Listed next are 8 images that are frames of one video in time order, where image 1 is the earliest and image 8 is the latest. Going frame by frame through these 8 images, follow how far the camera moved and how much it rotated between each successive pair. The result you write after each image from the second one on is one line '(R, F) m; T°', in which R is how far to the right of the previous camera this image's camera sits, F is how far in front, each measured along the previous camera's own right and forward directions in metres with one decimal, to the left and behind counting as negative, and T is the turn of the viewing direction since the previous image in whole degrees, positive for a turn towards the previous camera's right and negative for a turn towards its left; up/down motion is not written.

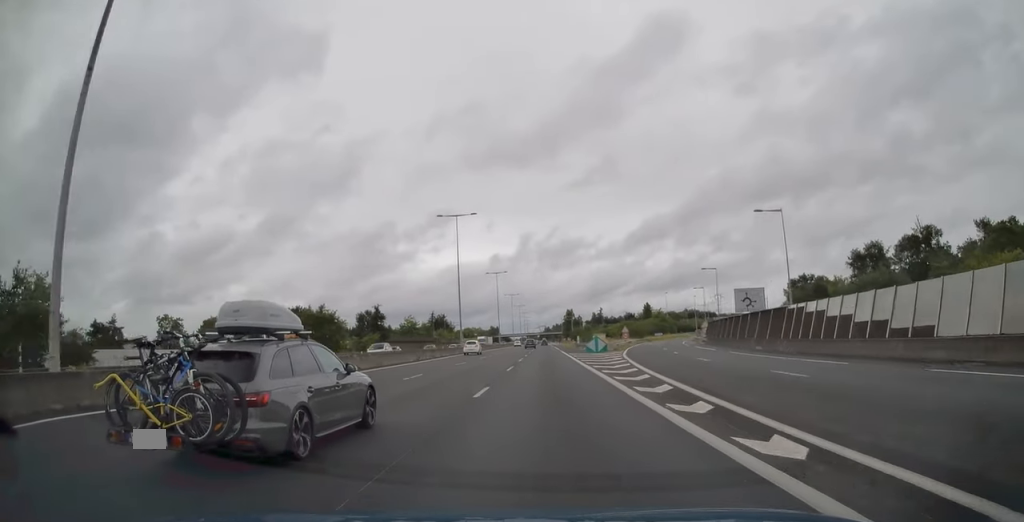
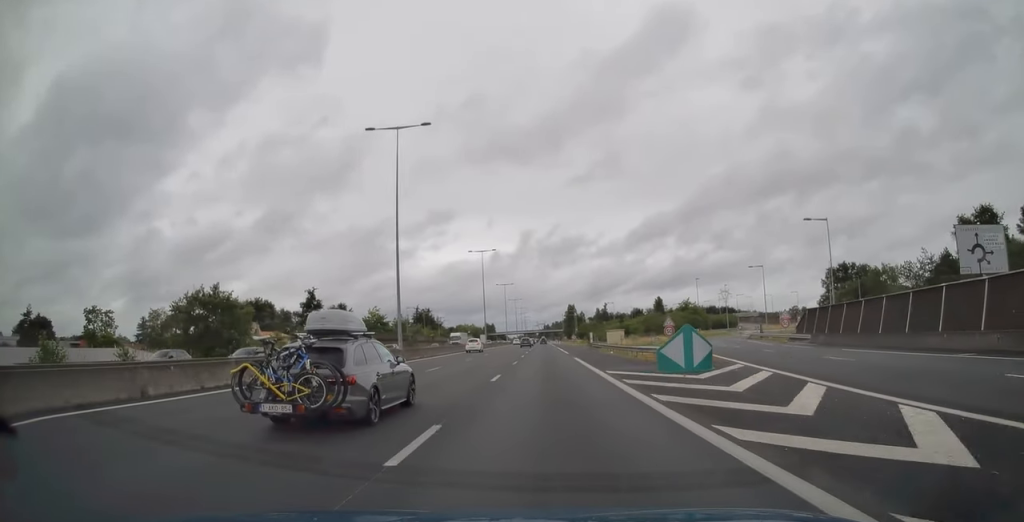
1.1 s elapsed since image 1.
(0.0, +34.5) m; 0°
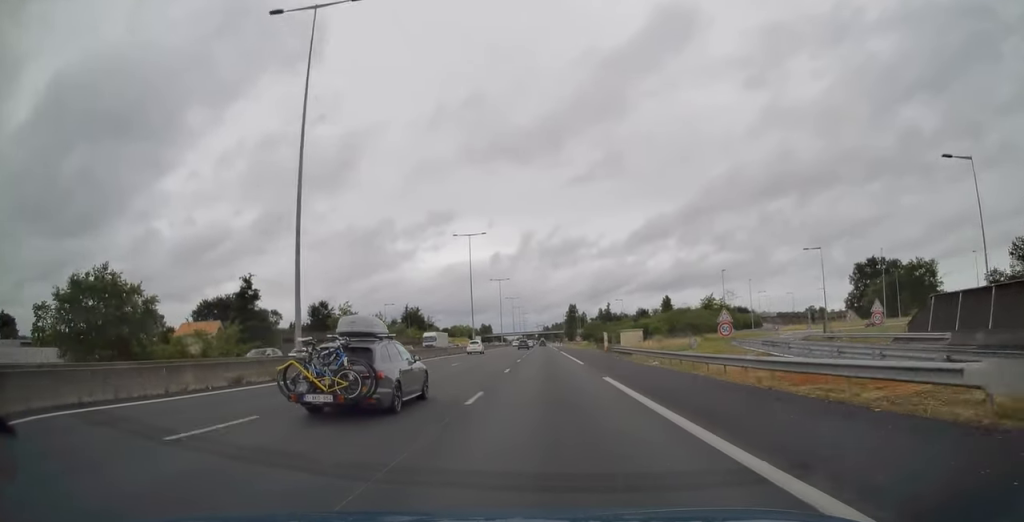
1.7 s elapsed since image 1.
(+0.1, +19.9) m; 0°
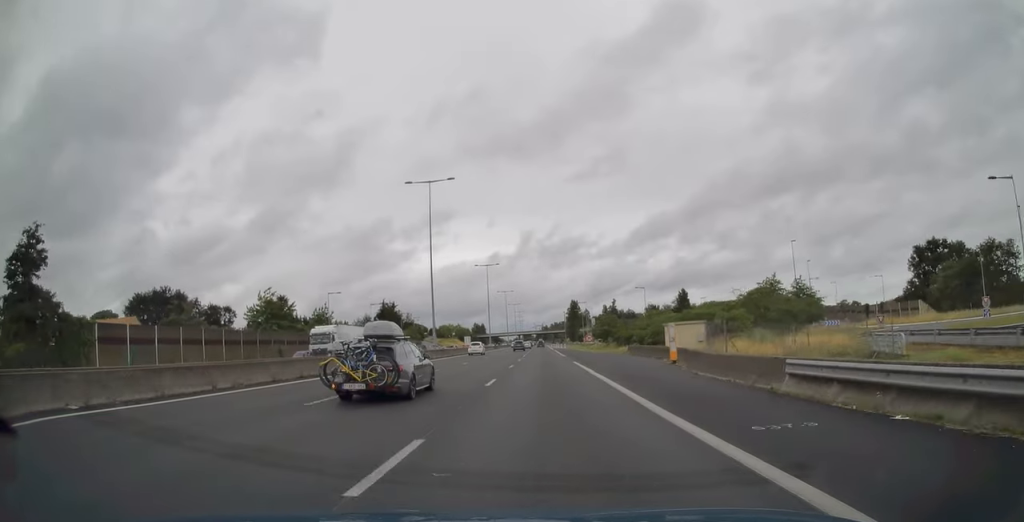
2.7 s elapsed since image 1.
(0.0, +33.9) m; 0°
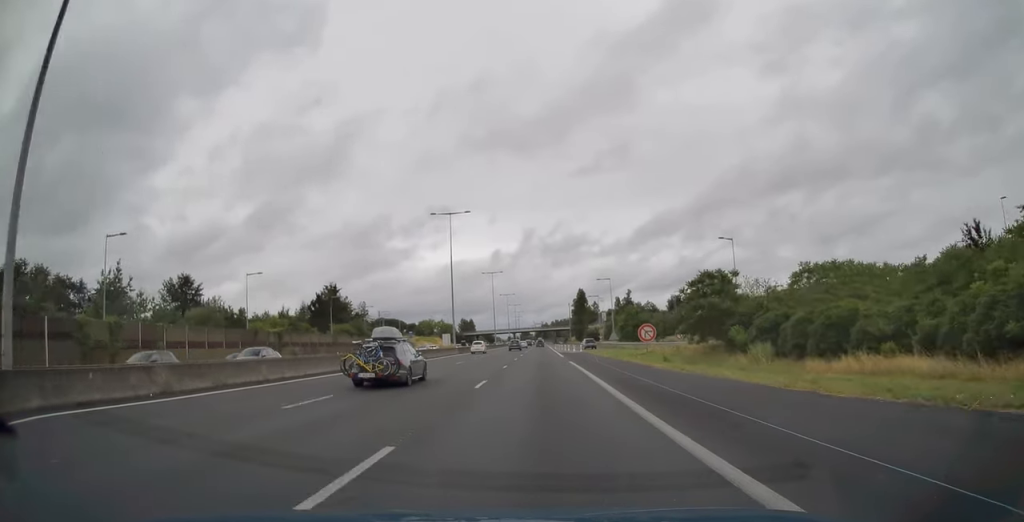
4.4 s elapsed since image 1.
(0.0, +53.3) m; 0°
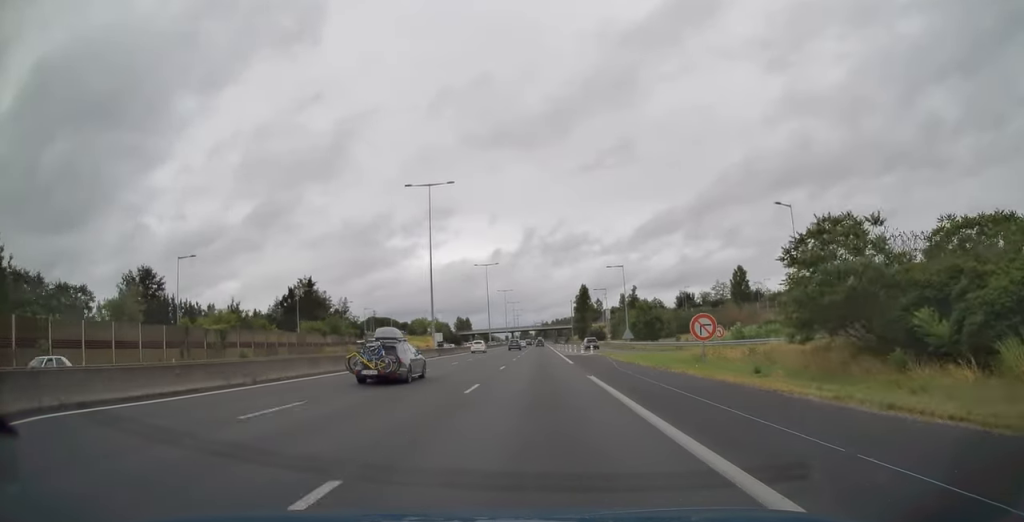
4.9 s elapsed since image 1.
(0.0, +15.1) m; 0°
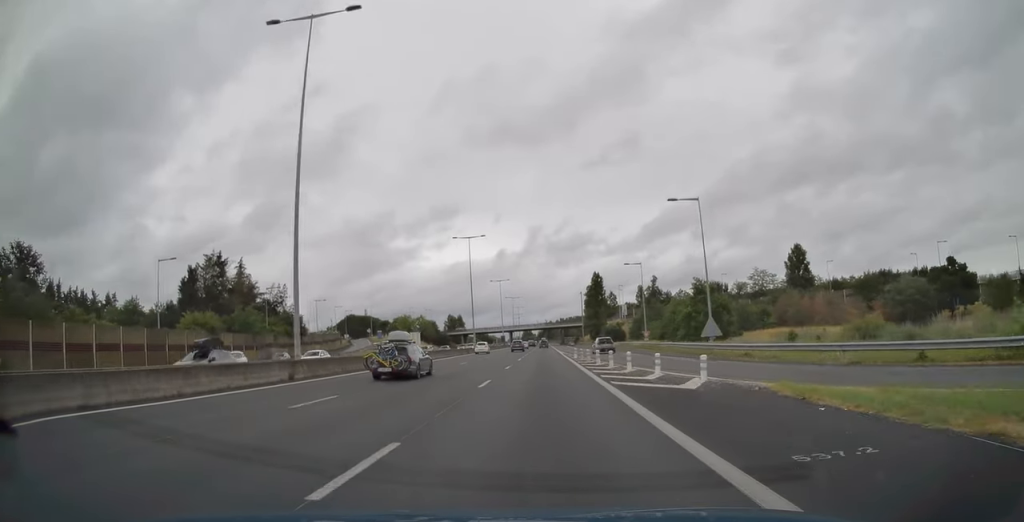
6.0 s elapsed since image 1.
(0.0, +37.1) m; 0°
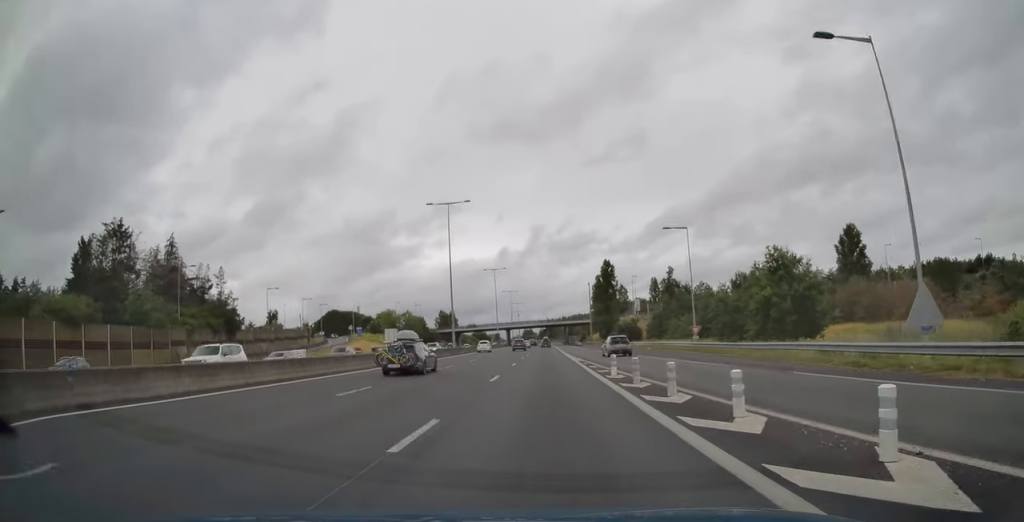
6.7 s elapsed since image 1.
(0.0, +23.6) m; 0°
